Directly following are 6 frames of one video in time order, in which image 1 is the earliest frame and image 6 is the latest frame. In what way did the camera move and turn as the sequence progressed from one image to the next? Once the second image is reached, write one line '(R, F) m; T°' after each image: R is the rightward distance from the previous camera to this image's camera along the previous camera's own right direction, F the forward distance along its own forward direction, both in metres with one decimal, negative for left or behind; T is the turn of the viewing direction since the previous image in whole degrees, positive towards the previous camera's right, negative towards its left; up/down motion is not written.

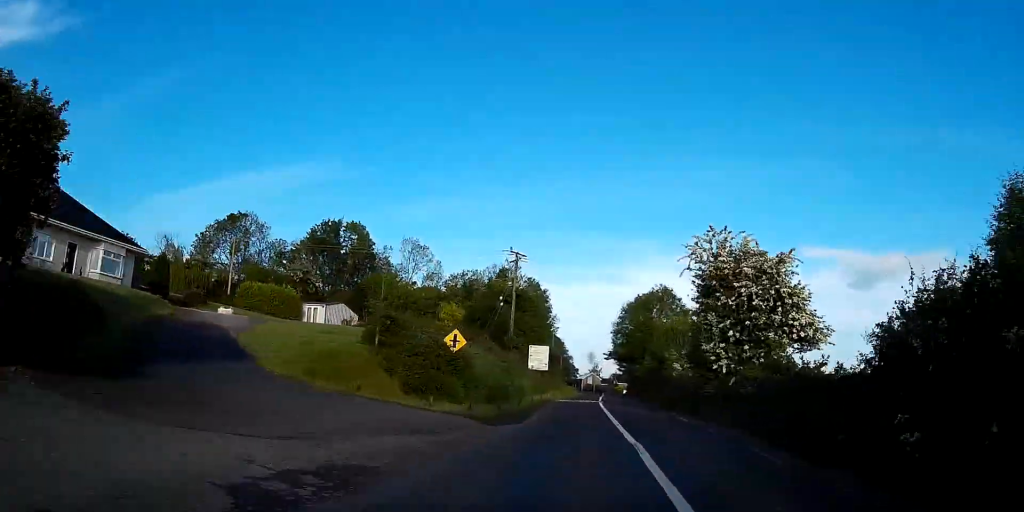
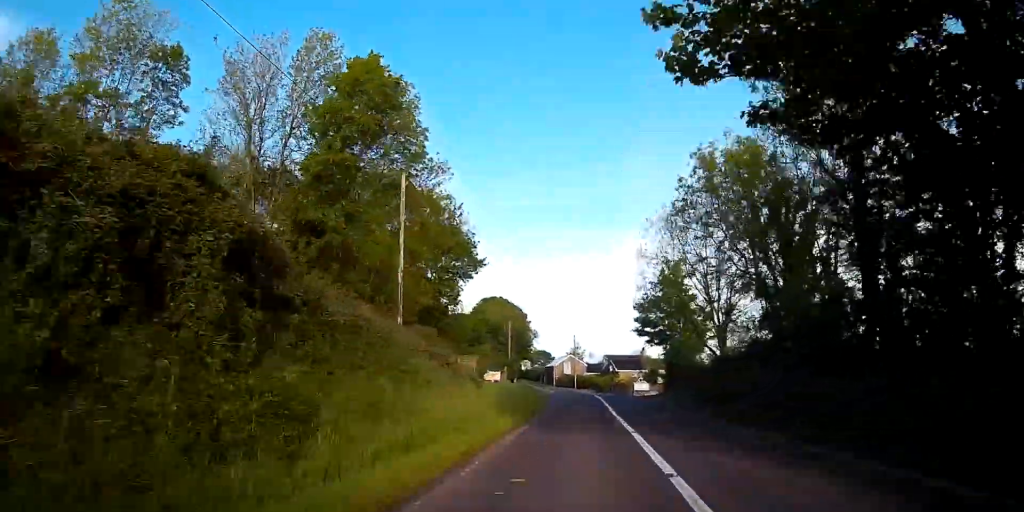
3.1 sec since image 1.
(+2.2, +74.4) m; +1°
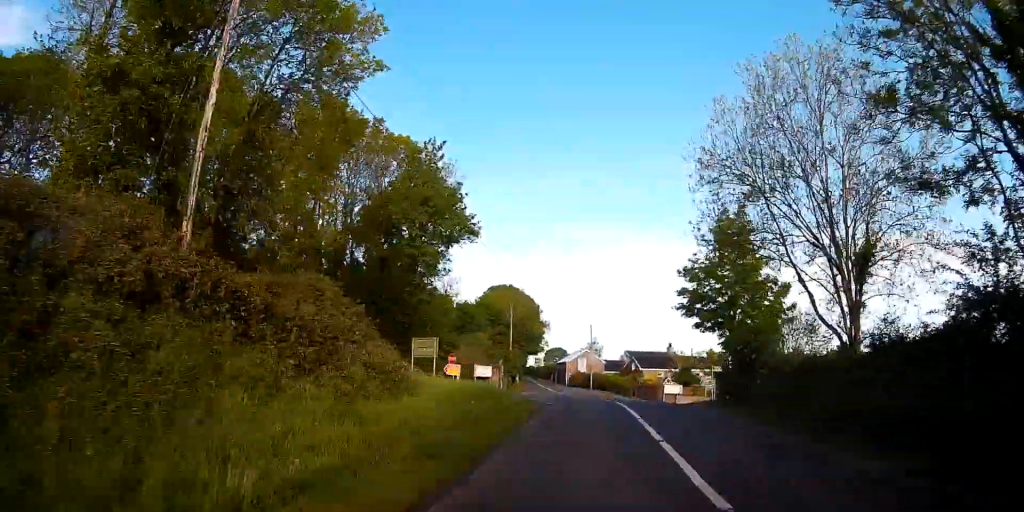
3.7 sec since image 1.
(-0.2, +15.0) m; -1°
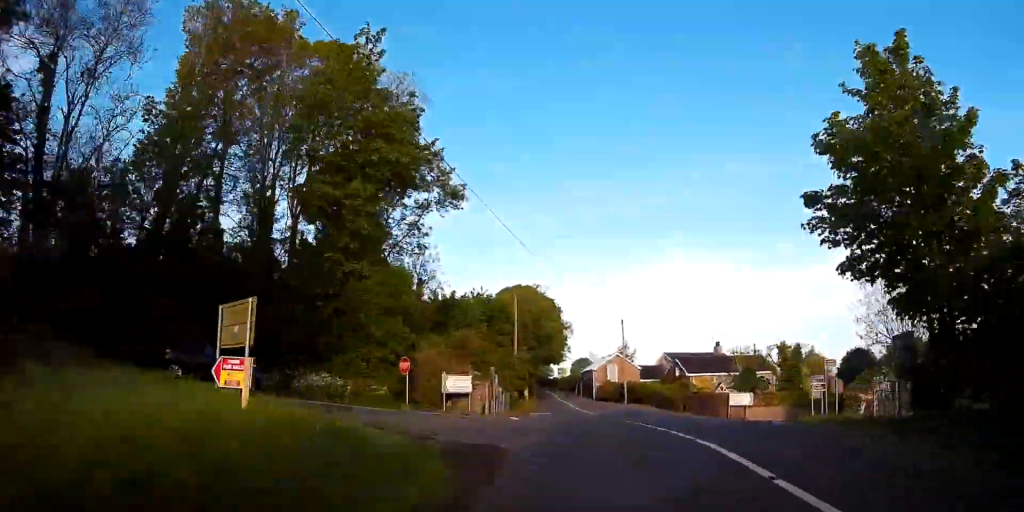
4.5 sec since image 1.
(-0.2, +17.3) m; -2°
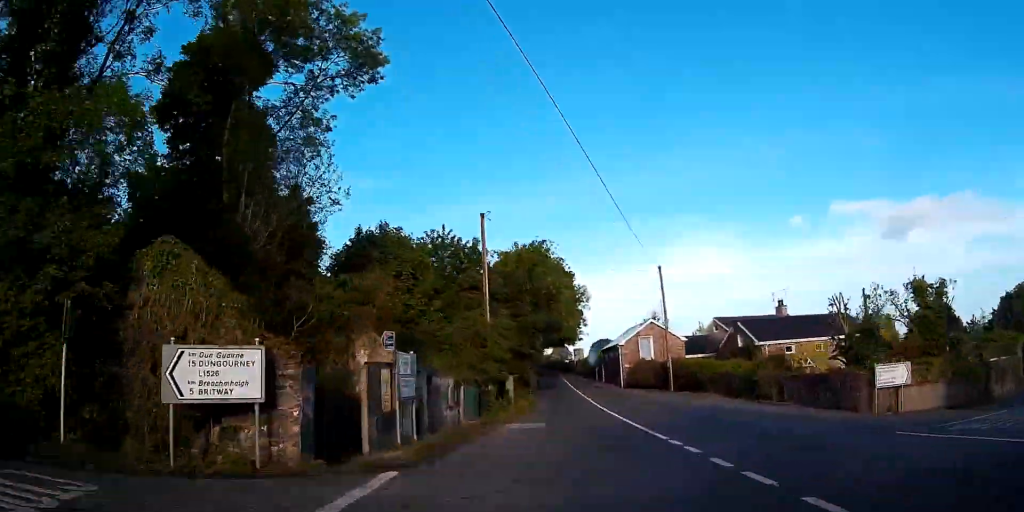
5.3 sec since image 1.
(-0.3, +20.4) m; -2°
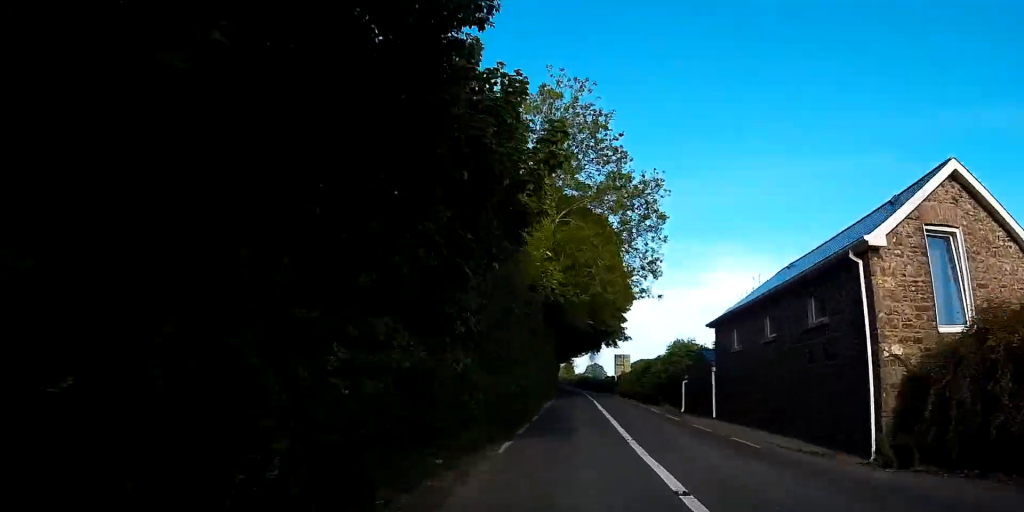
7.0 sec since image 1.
(-1.3, +38.5) m; -3°
